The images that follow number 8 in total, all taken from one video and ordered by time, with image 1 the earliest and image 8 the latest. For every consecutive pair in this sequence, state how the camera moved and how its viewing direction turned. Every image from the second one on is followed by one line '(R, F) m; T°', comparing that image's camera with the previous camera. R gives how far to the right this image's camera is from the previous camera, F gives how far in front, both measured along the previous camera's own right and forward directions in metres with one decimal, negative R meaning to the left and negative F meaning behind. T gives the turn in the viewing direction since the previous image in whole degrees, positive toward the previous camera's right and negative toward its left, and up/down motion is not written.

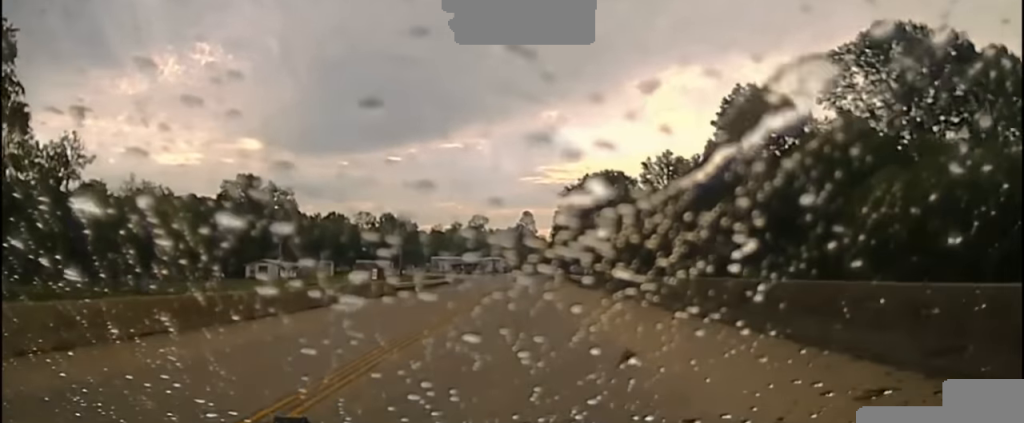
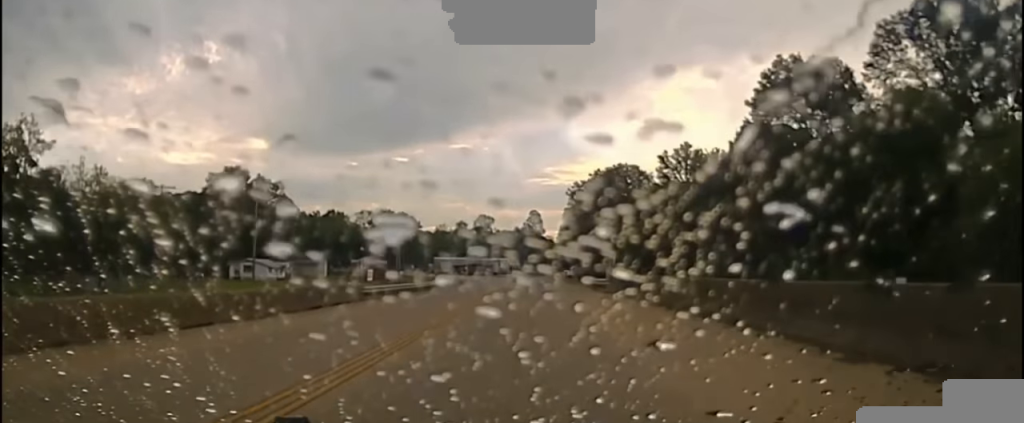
(0.0, +13.7) m; 0°
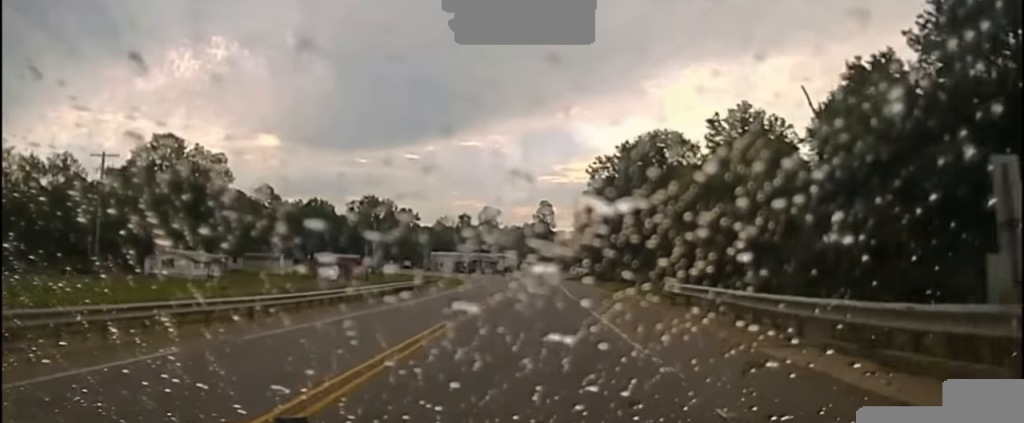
(-0.1, +41.7) m; 0°
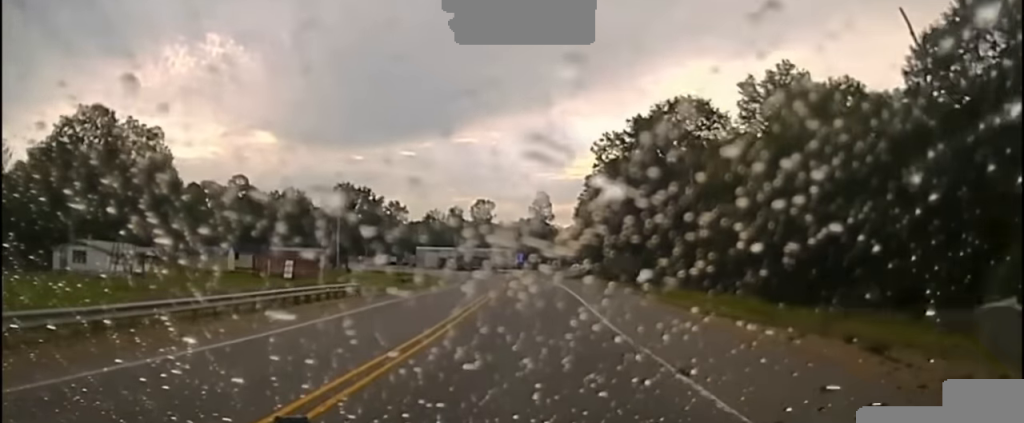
(0.0, +26.7) m; 0°
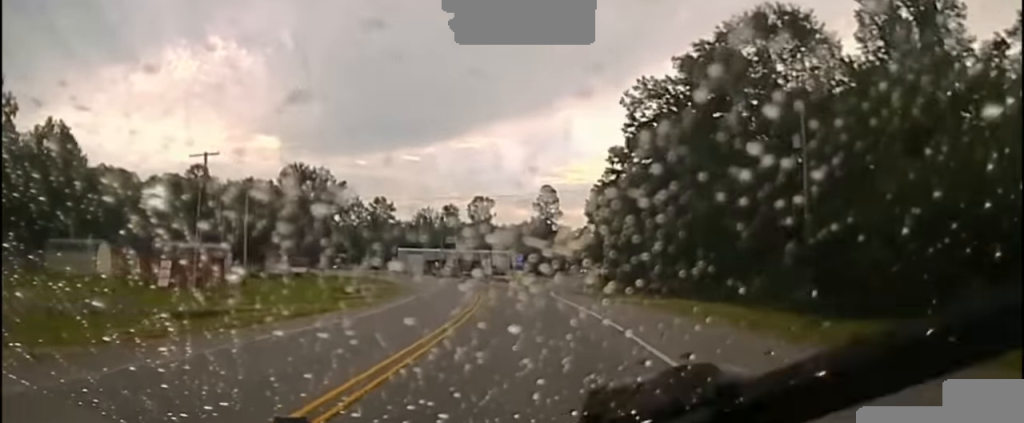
(-0.3, +35.7) m; -2°
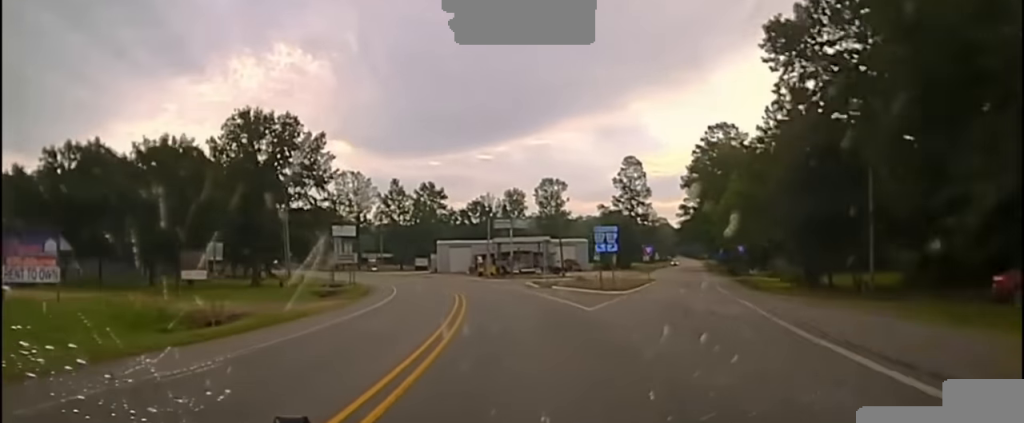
(-2.2, +48.3) m; -6°
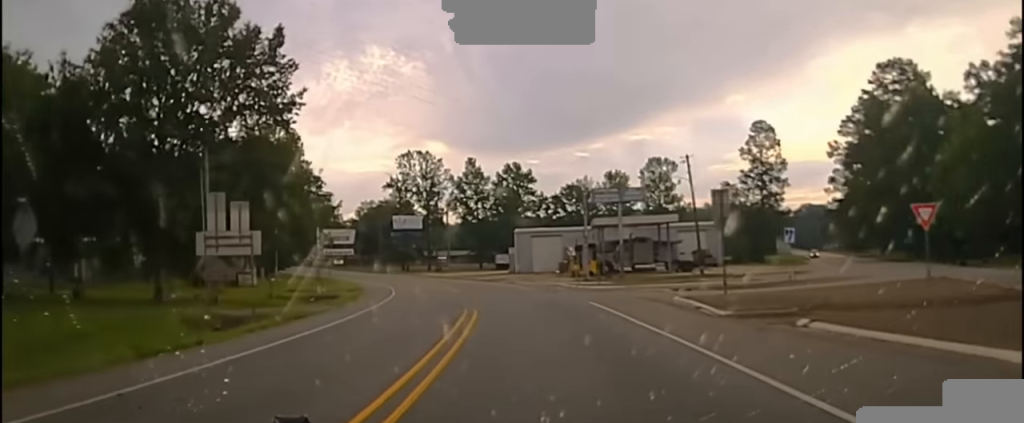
(-1.8, +39.7) m; -7°
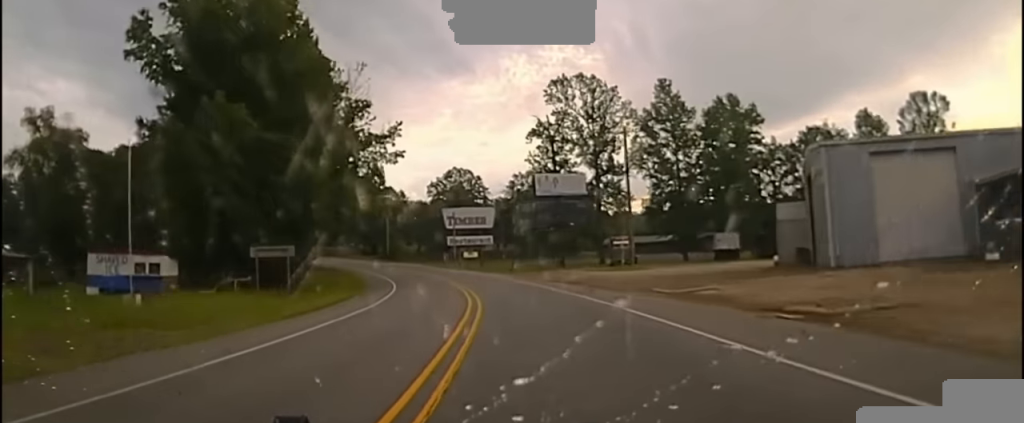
(-7.7, +67.8) m; -11°
